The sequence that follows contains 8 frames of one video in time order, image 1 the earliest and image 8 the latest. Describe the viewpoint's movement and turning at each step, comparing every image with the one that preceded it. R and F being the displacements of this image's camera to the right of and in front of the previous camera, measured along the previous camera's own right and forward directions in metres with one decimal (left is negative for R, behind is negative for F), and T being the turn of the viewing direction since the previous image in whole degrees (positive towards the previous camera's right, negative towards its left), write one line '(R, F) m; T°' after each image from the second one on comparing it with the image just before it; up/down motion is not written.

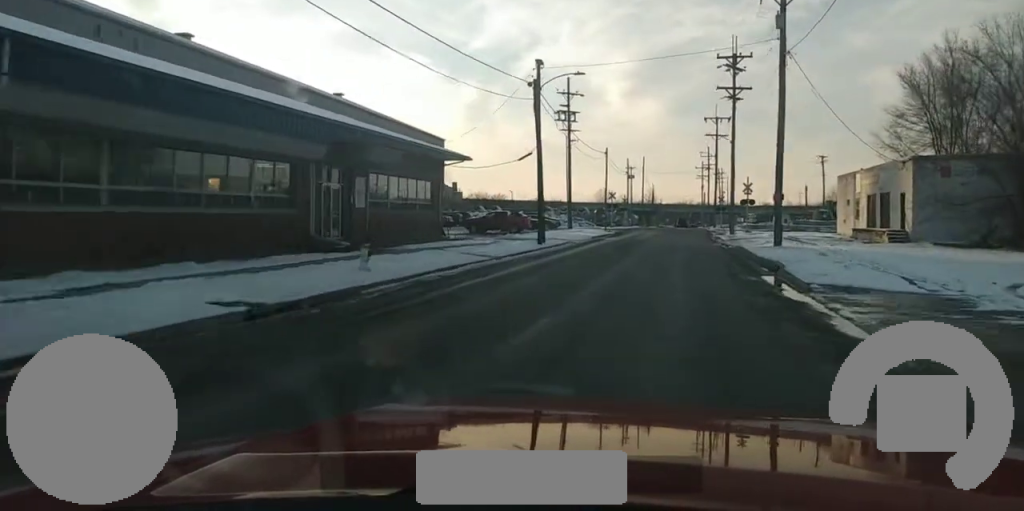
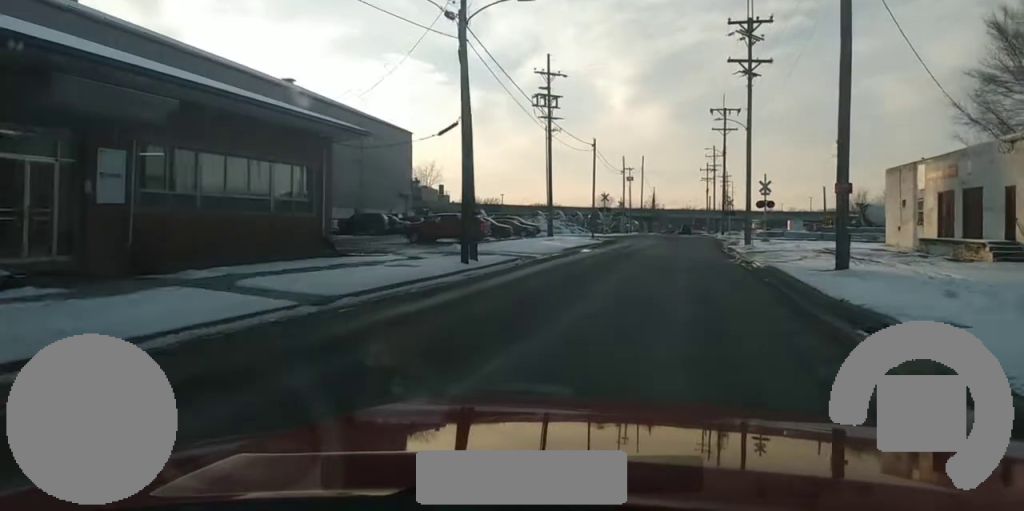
(+0.4, +14.1) m; +2°
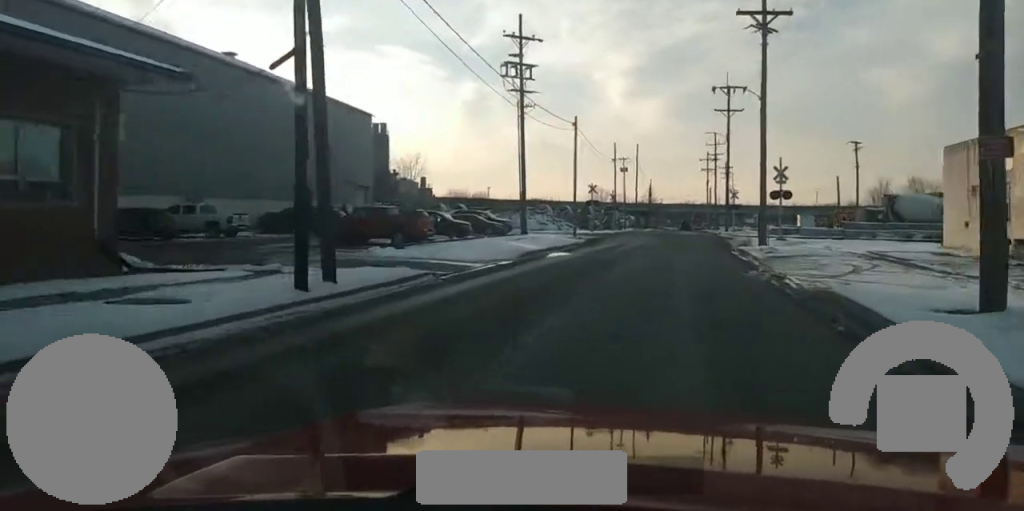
(0.0, +10.6) m; 0°
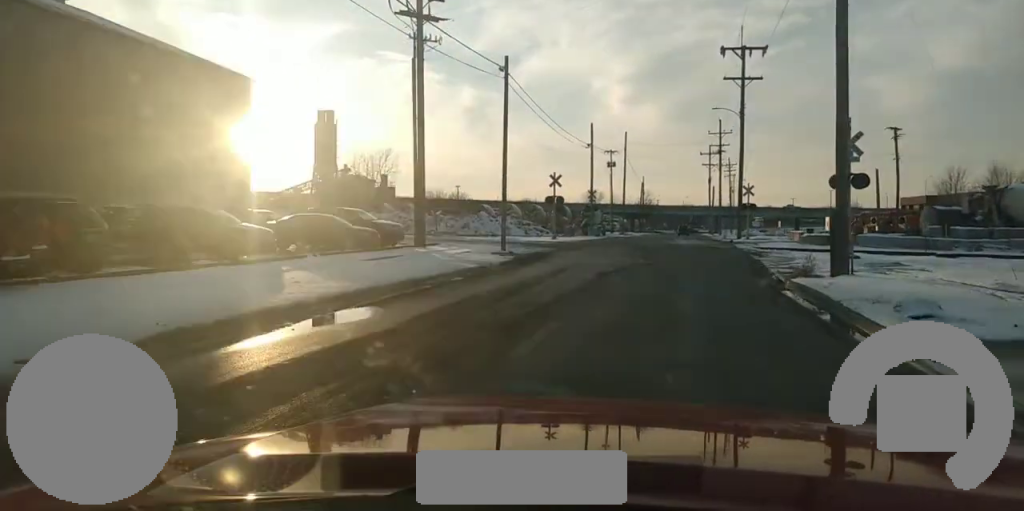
(-0.9, +21.8) m; -4°
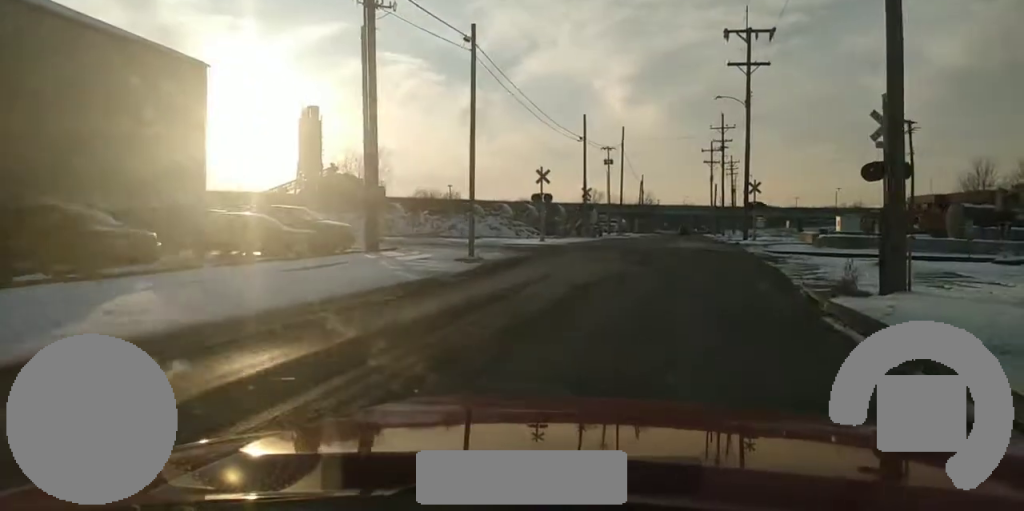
(+0.1, +4.9) m; +2°
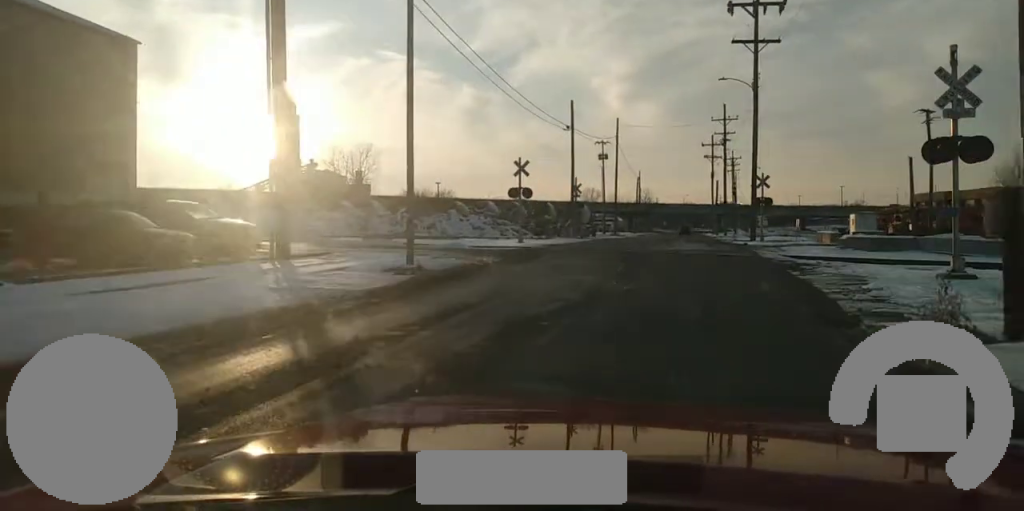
(0.0, +5.9) m; +2°
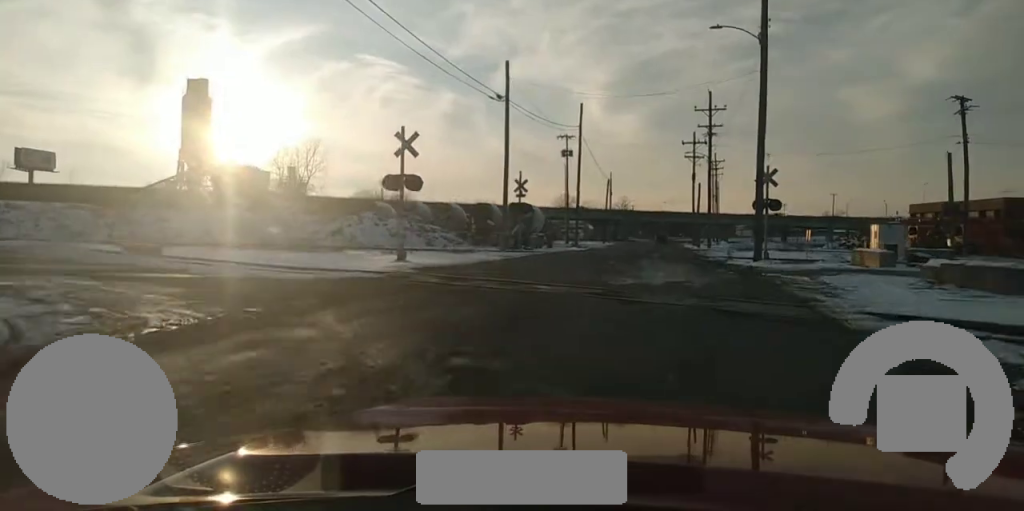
(-0.5, +13.3) m; -6°
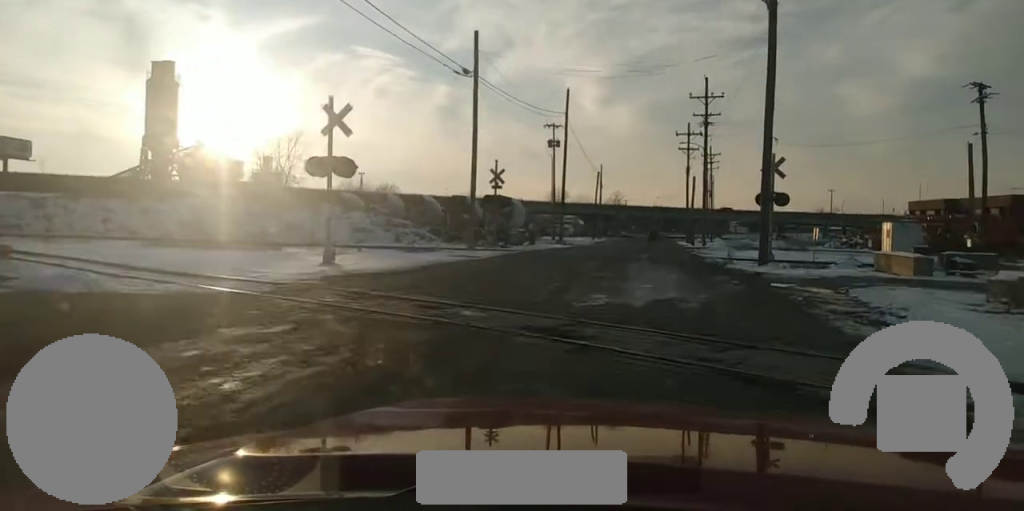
(-0.2, +4.8) m; -1°
